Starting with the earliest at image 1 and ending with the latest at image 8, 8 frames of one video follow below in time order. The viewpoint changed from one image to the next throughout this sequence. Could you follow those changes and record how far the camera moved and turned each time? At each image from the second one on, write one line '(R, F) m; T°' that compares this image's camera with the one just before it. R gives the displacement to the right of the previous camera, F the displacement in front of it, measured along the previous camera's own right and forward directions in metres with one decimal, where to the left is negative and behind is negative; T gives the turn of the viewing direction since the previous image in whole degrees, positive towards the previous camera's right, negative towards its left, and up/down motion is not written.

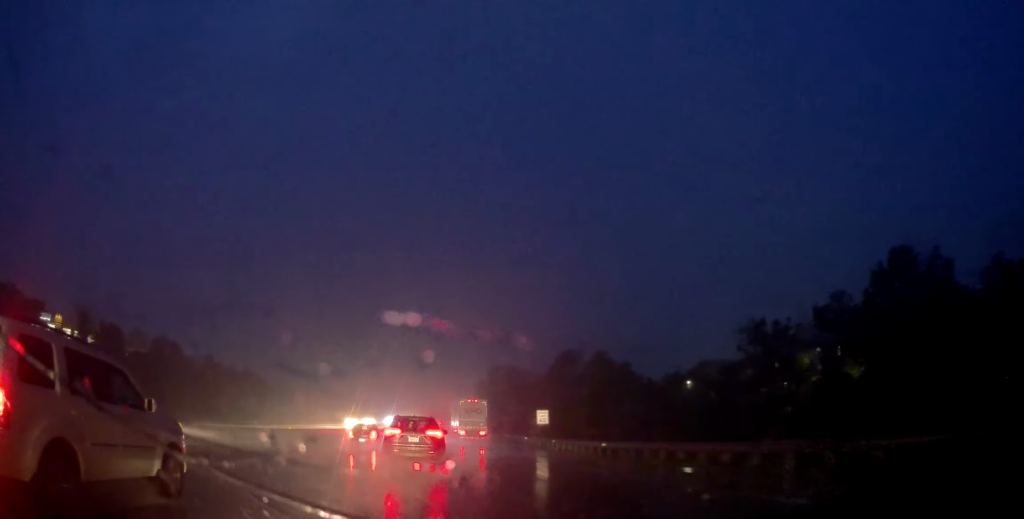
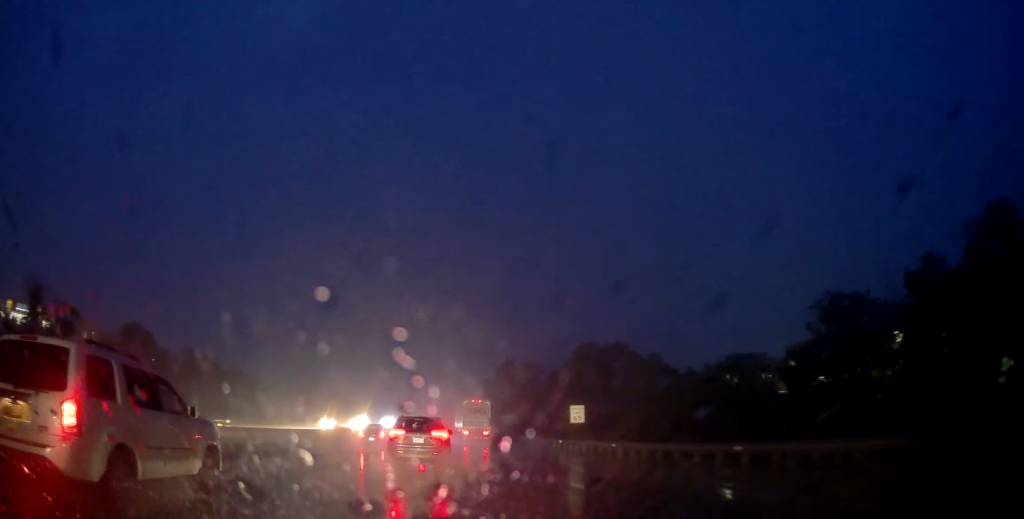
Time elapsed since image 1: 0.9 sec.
(-0.4, +15.6) m; 0°
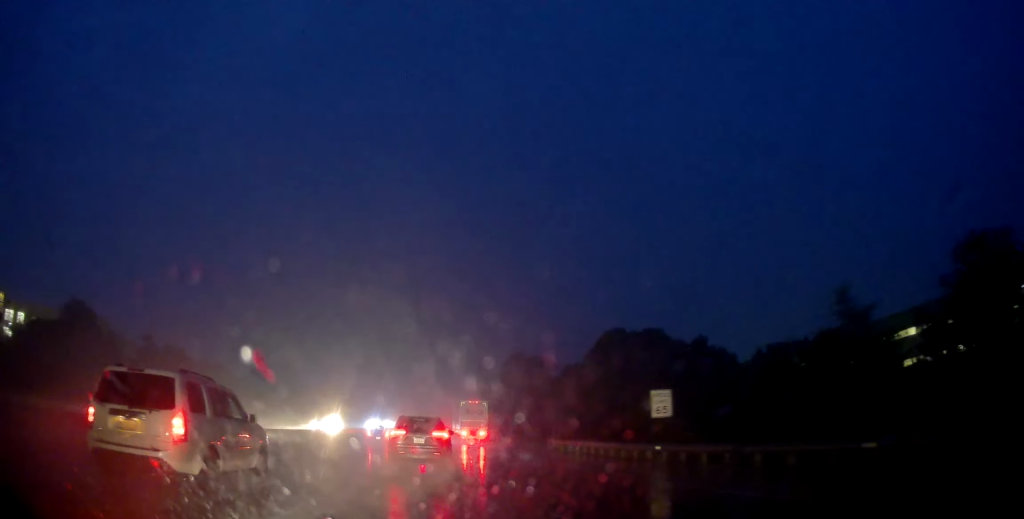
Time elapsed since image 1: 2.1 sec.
(+0.4, +21.2) m; +1°
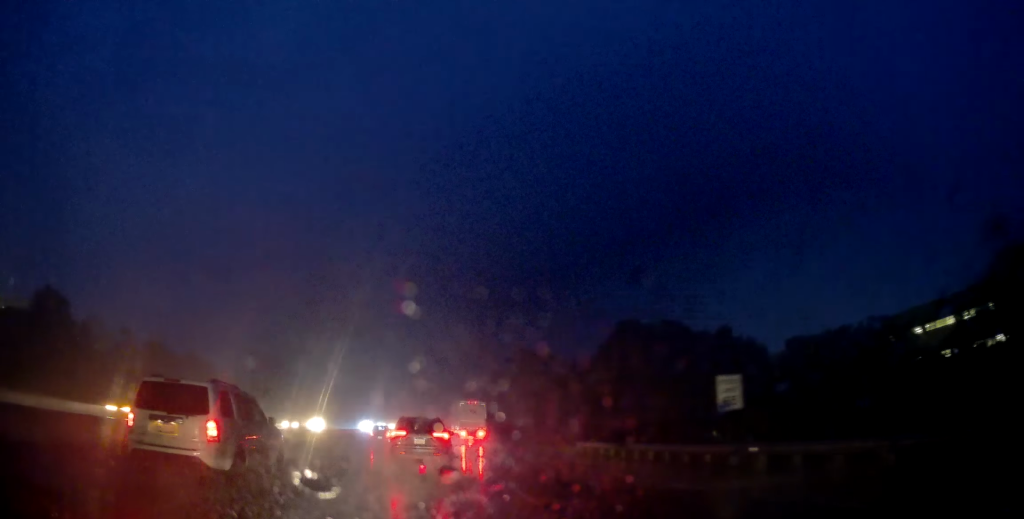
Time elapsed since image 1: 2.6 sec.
(0.0, +8.4) m; 0°
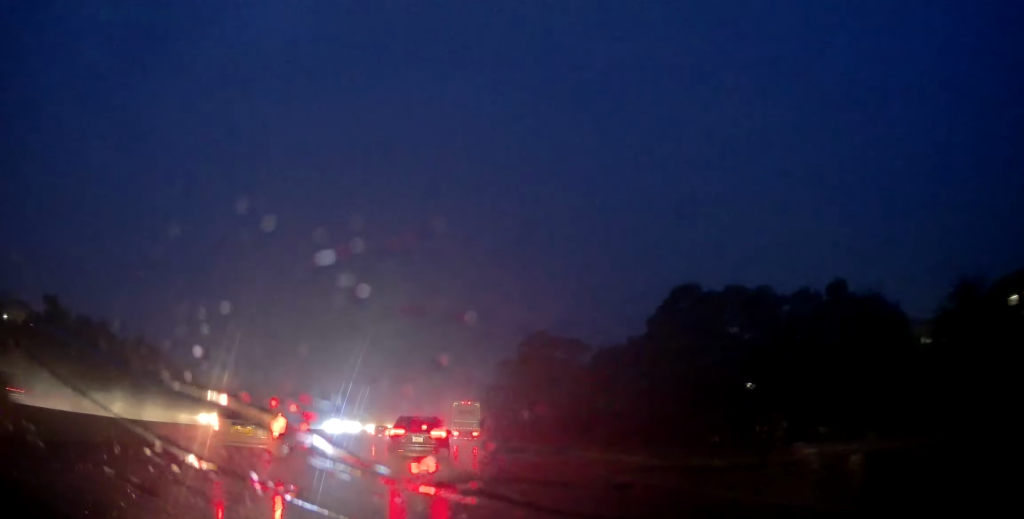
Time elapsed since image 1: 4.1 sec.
(-0.5, +24.7) m; -1°
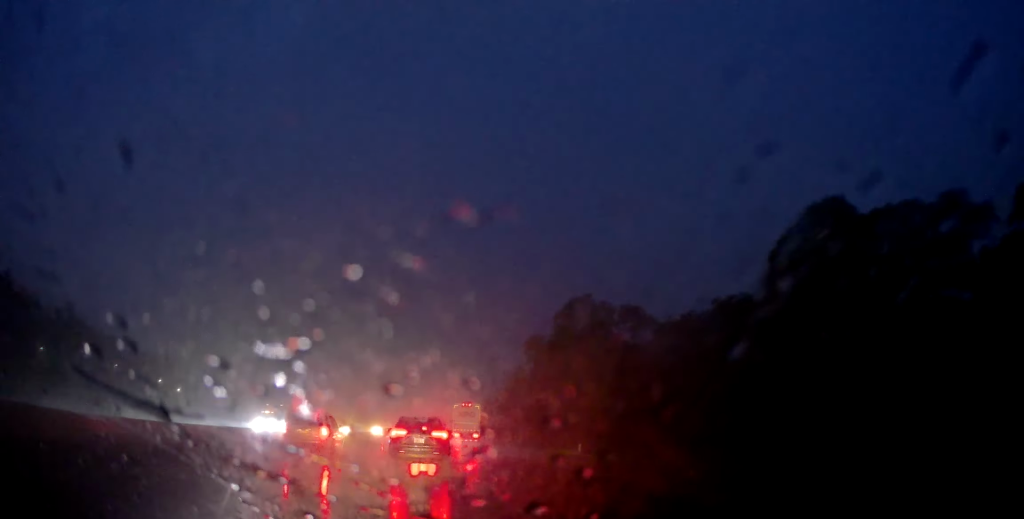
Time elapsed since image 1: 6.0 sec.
(+0.2, +28.9) m; 0°
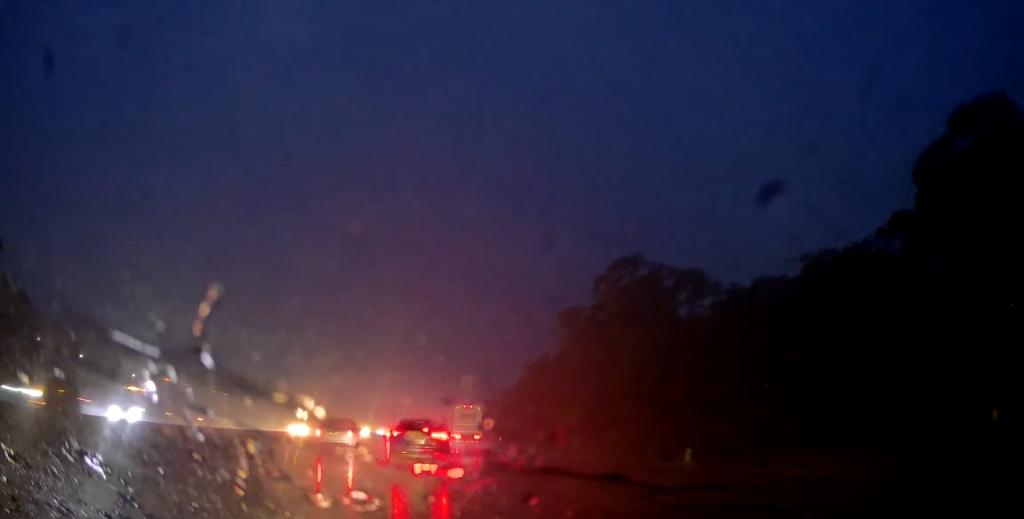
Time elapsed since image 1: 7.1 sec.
(+0.1, +18.3) m; +1°
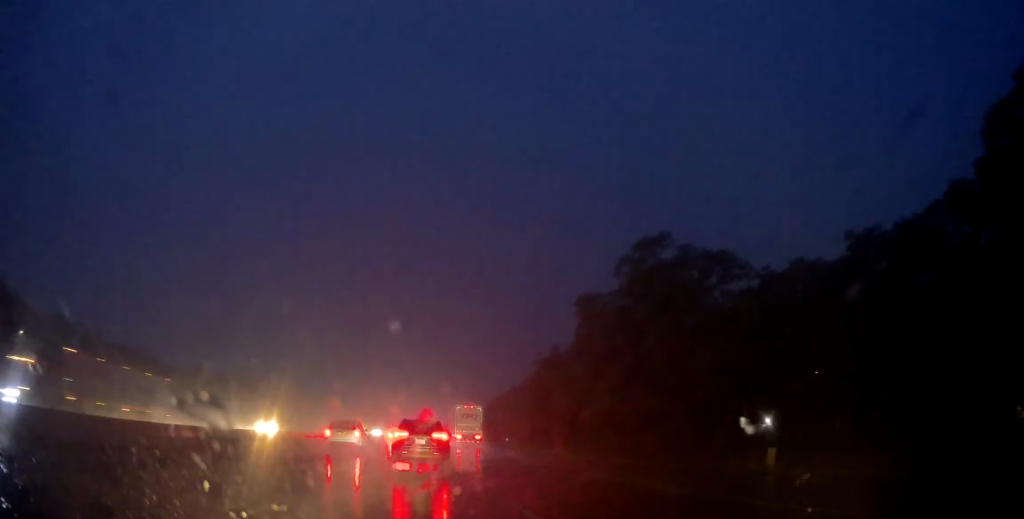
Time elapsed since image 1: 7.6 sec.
(+0.1, +6.7) m; +1°
